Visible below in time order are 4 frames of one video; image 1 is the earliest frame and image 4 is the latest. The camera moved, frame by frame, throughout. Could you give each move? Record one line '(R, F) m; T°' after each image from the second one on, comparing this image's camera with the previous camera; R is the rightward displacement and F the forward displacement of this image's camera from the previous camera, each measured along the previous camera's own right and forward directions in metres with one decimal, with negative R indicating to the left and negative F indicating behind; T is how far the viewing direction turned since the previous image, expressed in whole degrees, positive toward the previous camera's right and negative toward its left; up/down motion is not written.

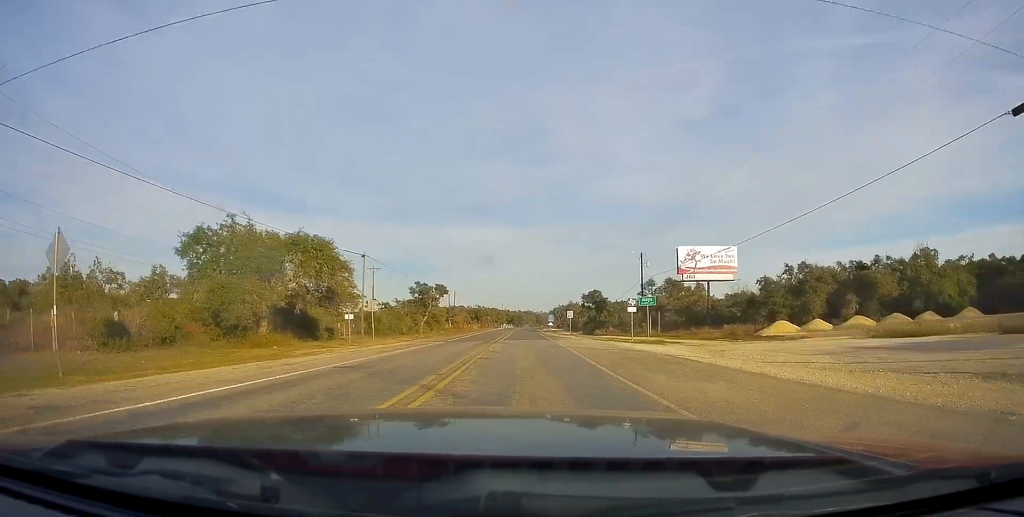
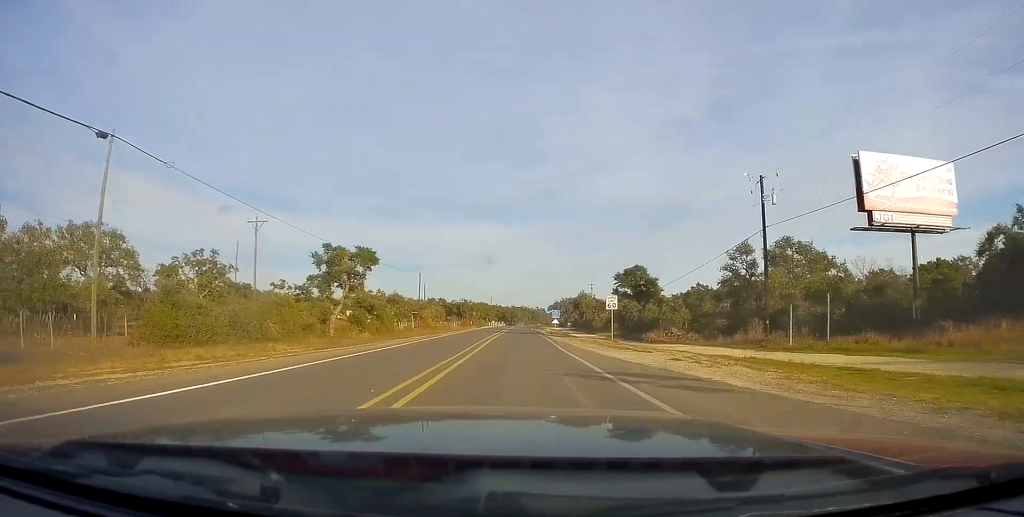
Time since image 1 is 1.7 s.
(+0.8, +41.0) m; +1°
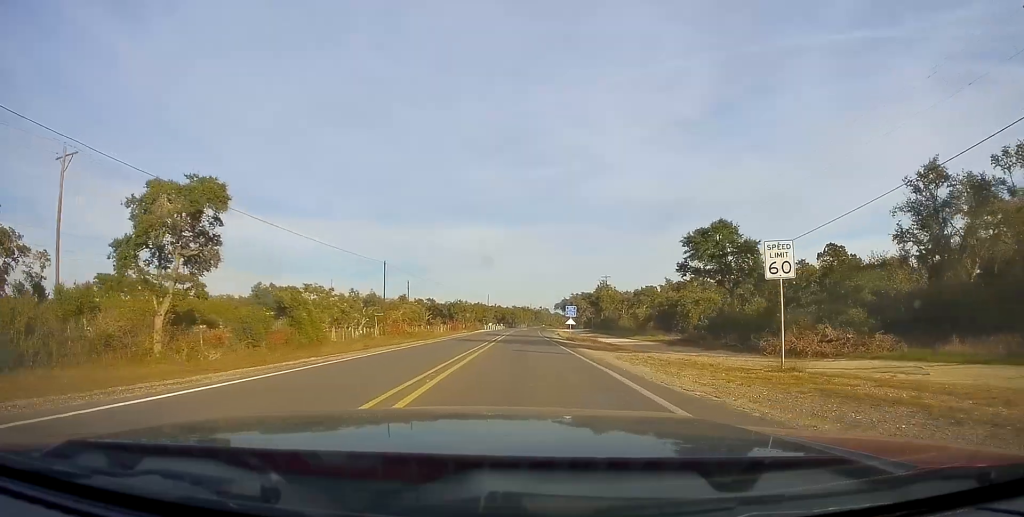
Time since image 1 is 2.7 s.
(0.0, +26.1) m; 0°
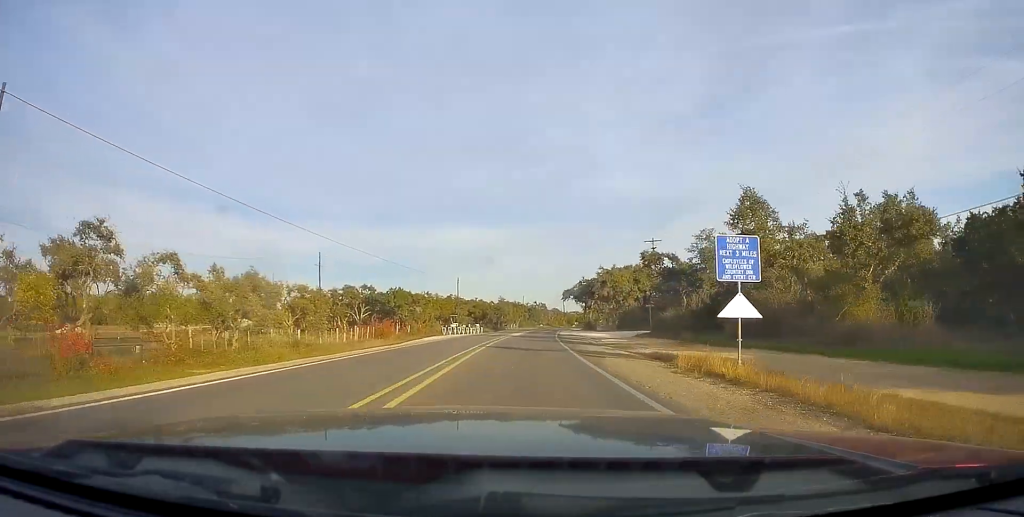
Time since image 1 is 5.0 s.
(0.0, +58.3) m; 0°
